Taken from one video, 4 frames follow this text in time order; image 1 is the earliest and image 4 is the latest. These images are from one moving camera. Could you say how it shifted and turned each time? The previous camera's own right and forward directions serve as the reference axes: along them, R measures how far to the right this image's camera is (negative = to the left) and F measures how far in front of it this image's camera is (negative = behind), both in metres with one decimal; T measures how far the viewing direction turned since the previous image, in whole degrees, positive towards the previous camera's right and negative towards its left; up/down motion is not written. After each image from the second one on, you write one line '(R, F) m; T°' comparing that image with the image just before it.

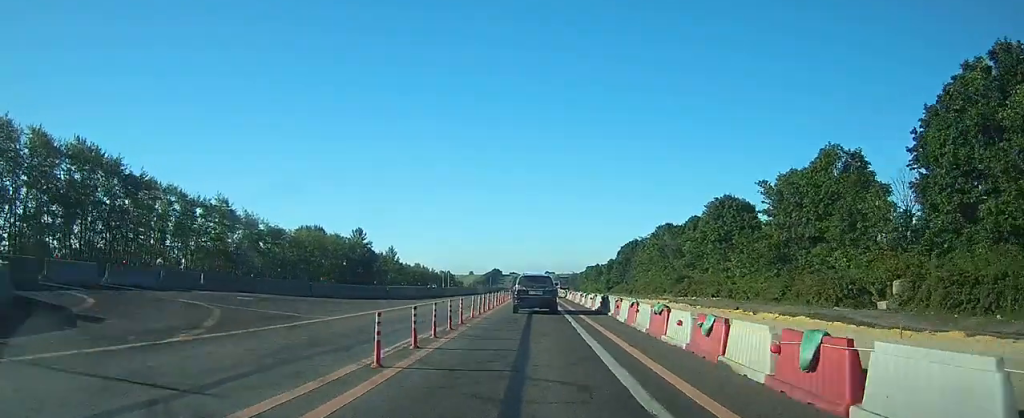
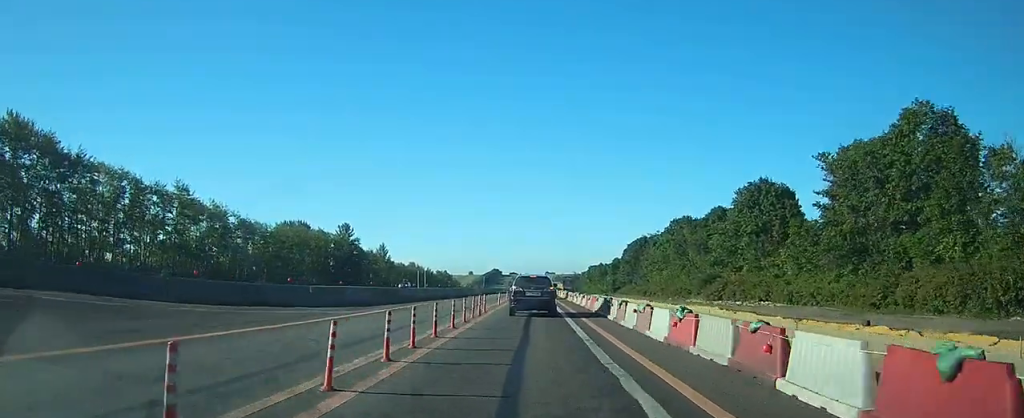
(0.0, +15.8) m; 0°
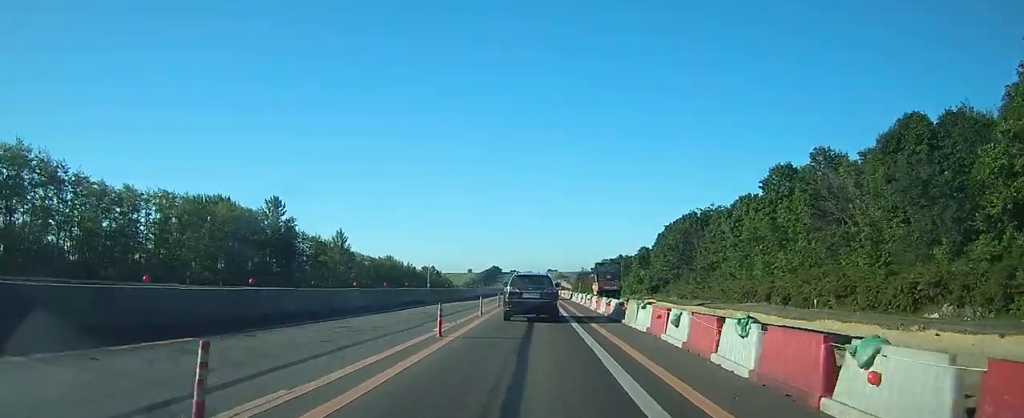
(-0.2, +55.4) m; 0°
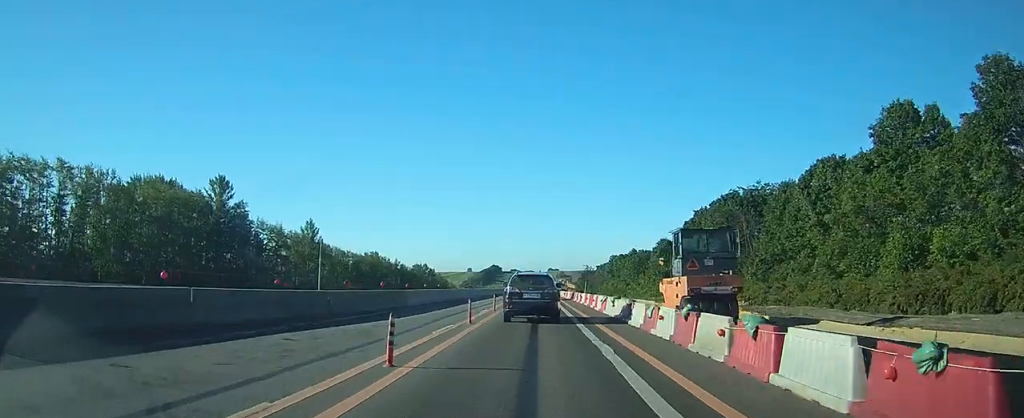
(0.0, +25.4) m; 0°
